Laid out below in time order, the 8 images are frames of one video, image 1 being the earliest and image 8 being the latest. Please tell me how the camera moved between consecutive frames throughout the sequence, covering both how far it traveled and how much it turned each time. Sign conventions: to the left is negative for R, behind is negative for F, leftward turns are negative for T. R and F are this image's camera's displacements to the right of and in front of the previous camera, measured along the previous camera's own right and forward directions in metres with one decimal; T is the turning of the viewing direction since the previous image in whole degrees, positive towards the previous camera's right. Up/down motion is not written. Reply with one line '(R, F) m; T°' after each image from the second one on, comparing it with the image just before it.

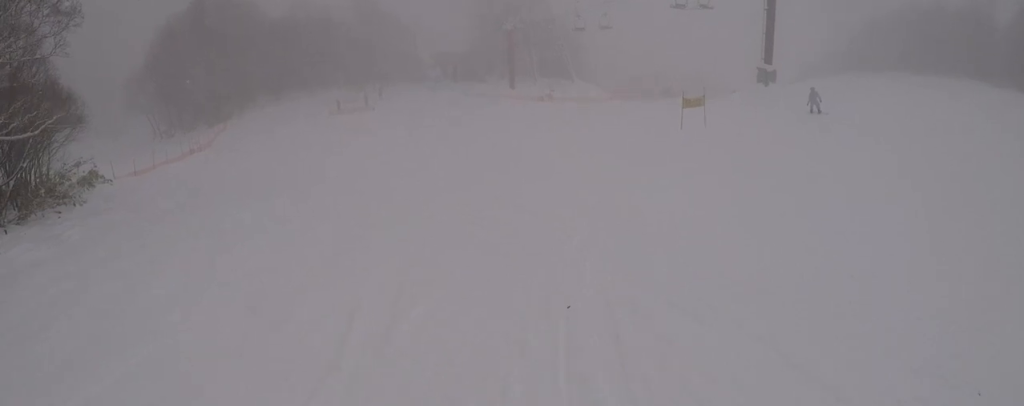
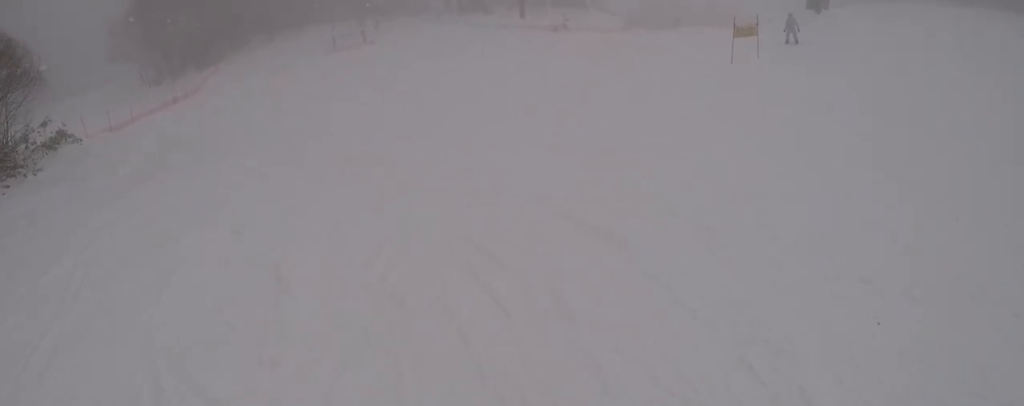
(-0.6, +4.9) m; -13°
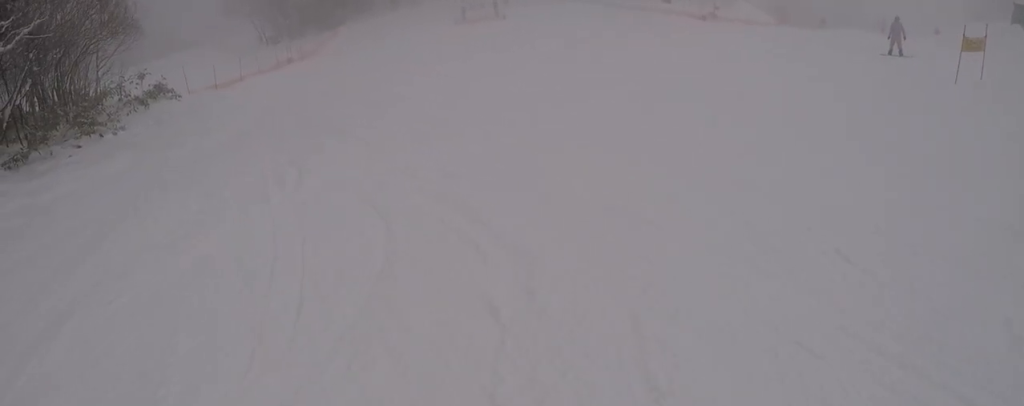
(-1.0, +5.3) m; 0°
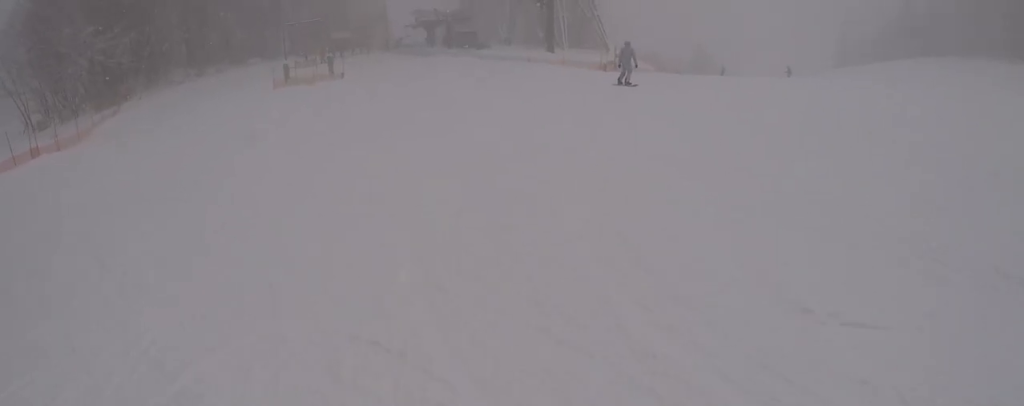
(+3.0, +15.9) m; +17°
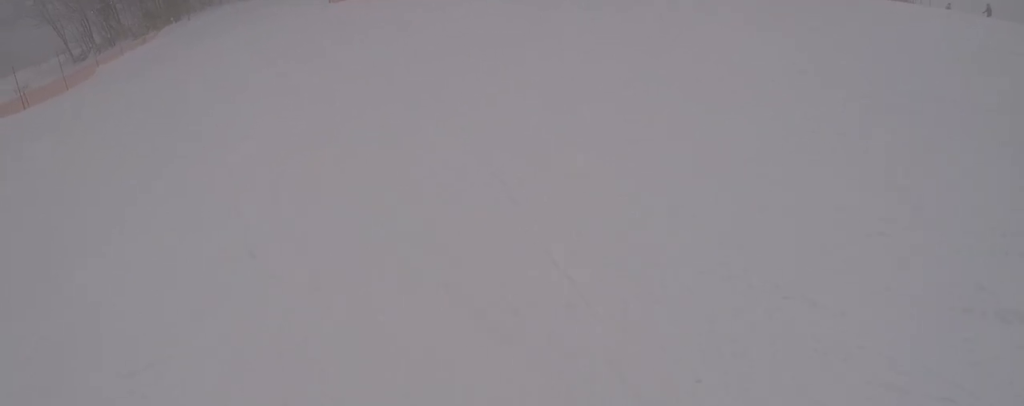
(-1.9, +13.9) m; -14°
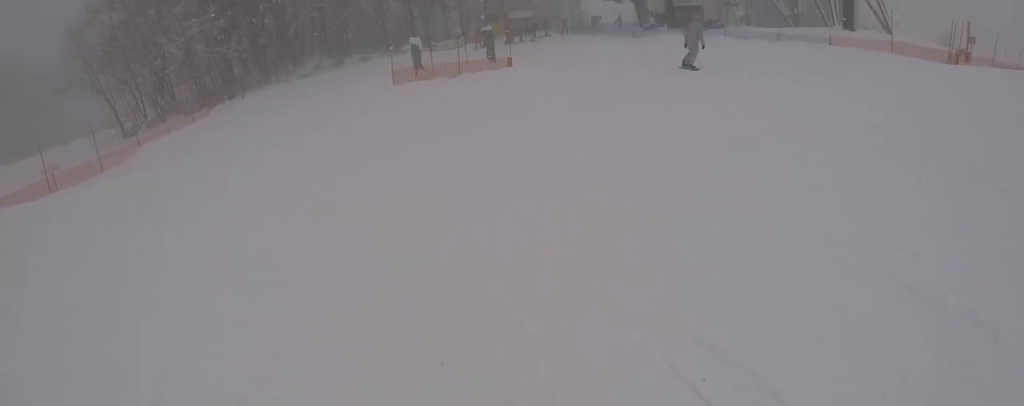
(-0.1, +4.1) m; +4°
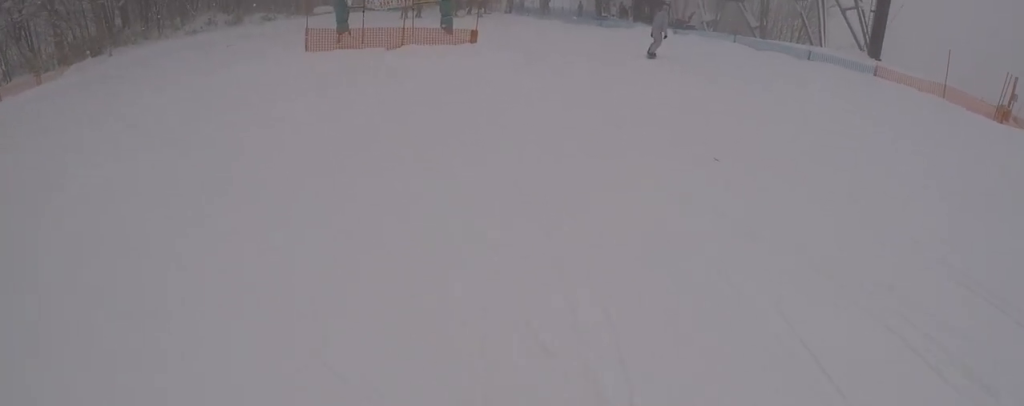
(+1.0, +6.7) m; +15°
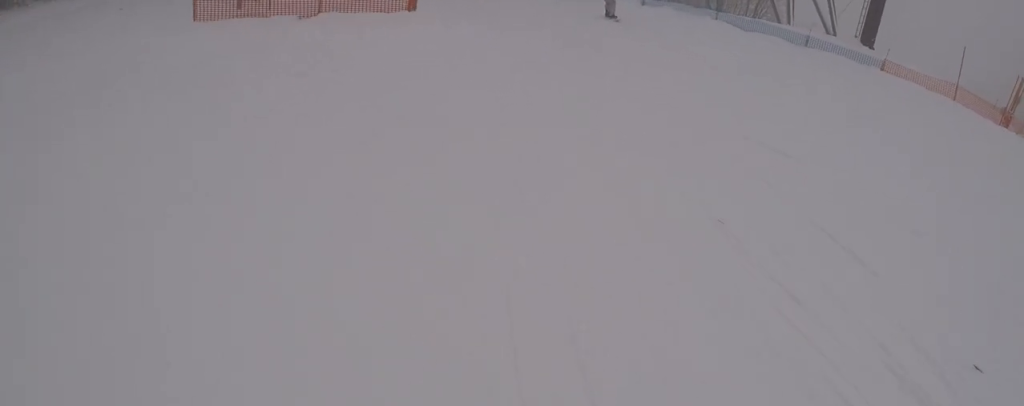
(+0.5, +3.9) m; +3°
